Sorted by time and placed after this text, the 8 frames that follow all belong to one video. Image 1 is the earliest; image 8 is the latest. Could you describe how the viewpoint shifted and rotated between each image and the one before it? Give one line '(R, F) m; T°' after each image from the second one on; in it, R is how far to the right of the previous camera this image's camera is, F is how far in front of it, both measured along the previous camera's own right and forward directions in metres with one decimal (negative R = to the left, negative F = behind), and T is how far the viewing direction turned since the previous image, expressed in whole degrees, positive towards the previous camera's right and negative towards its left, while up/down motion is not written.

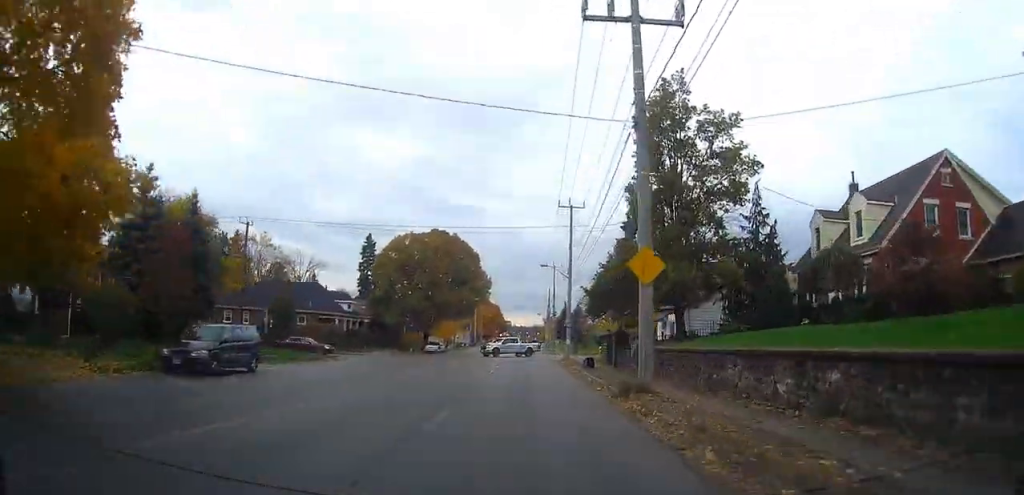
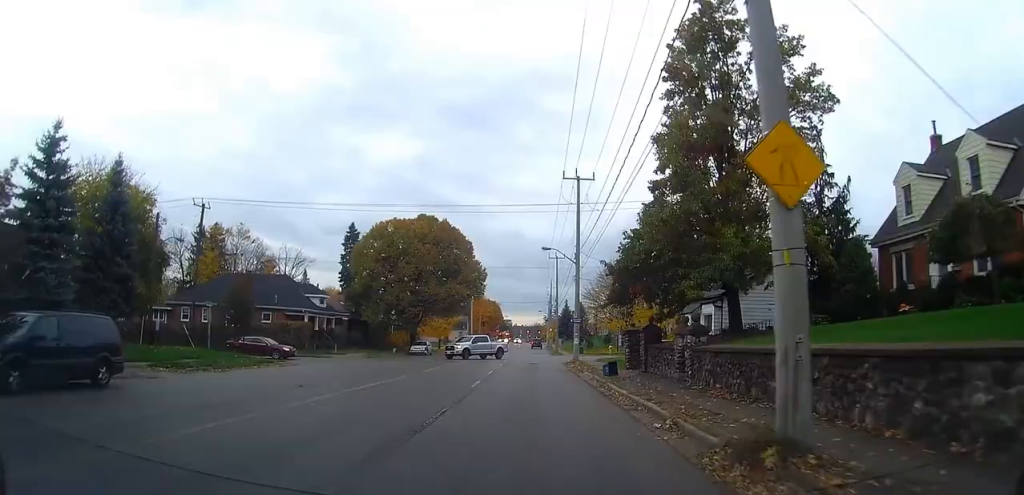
(+0.2, +8.9) m; 0°
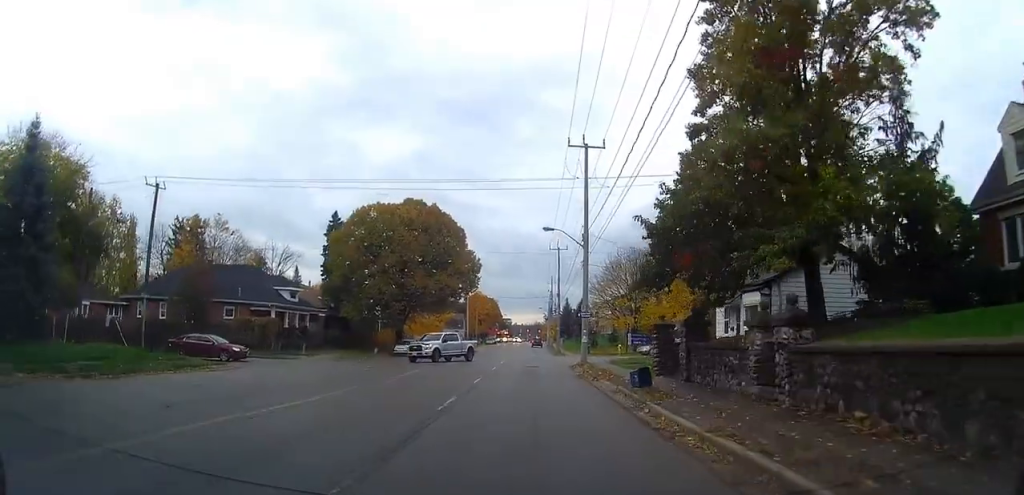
(-0.1, +7.1) m; 0°
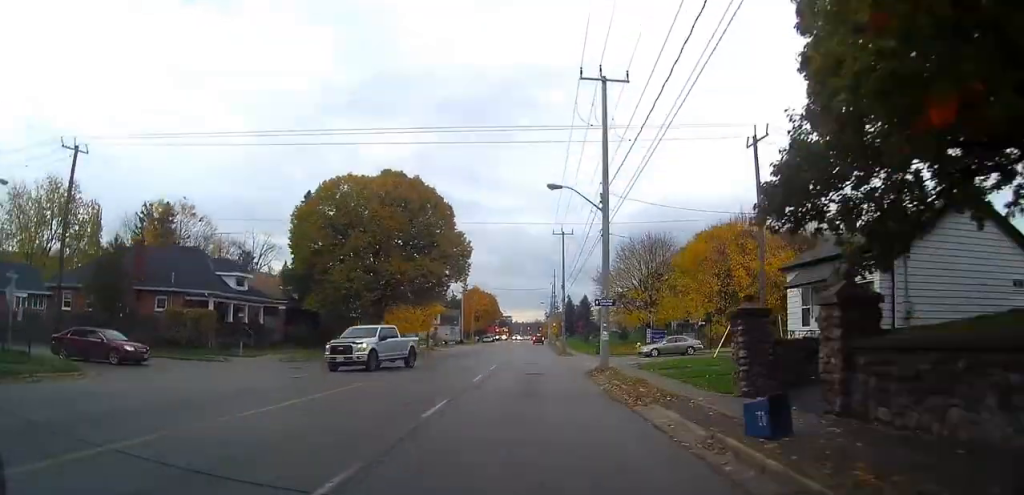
(-0.2, +9.9) m; 0°
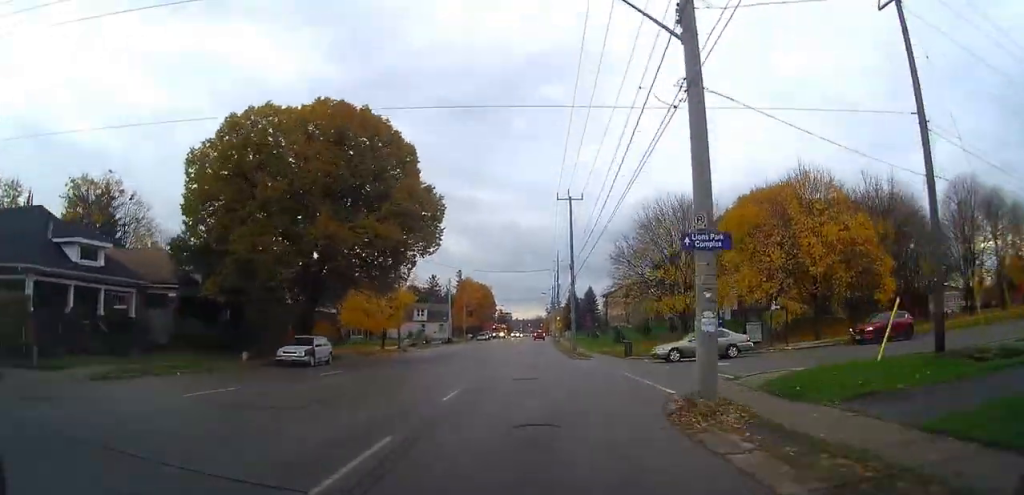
(+0.3, +16.0) m; 0°
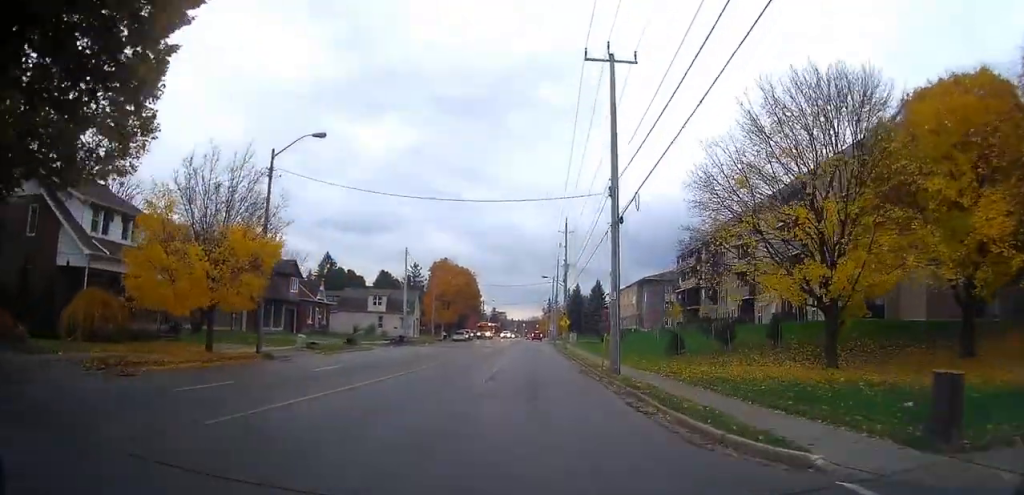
(-0.1, +29.7) m; +1°
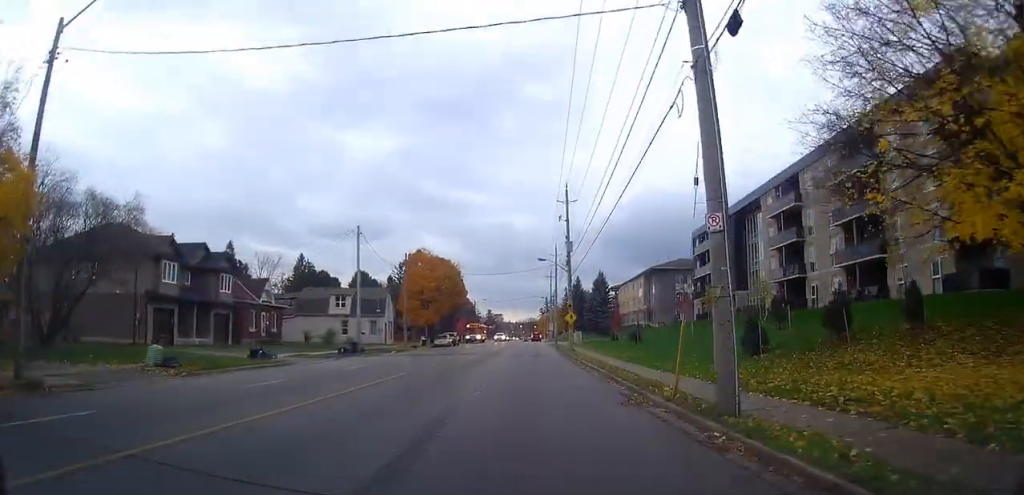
(-0.1, +15.5) m; -2°
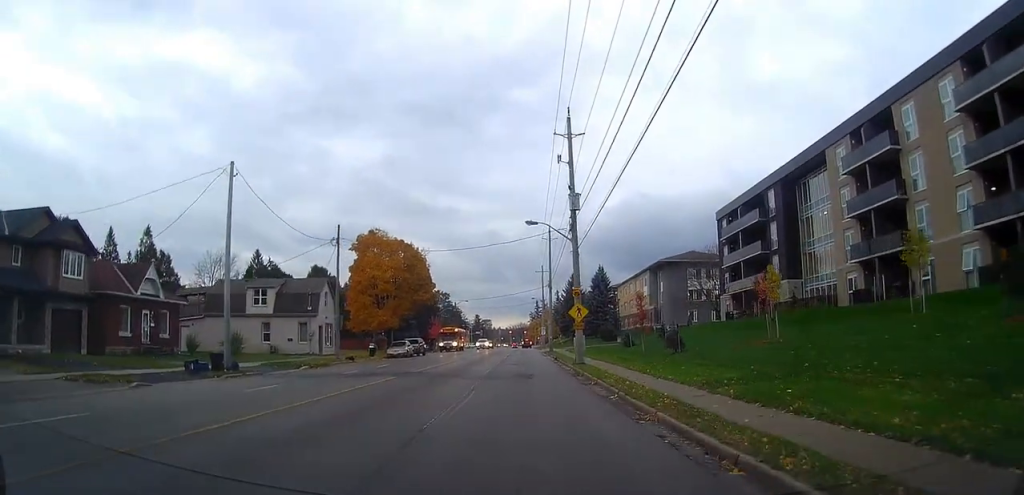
(-0.2, +19.8) m; +2°
